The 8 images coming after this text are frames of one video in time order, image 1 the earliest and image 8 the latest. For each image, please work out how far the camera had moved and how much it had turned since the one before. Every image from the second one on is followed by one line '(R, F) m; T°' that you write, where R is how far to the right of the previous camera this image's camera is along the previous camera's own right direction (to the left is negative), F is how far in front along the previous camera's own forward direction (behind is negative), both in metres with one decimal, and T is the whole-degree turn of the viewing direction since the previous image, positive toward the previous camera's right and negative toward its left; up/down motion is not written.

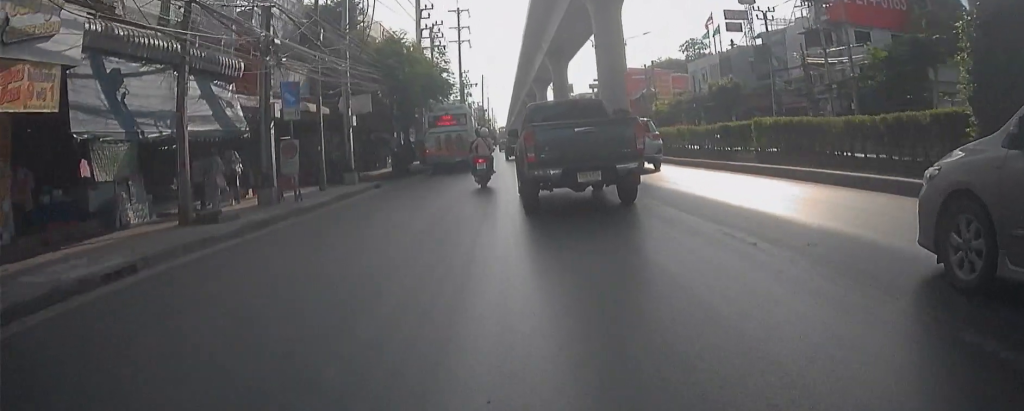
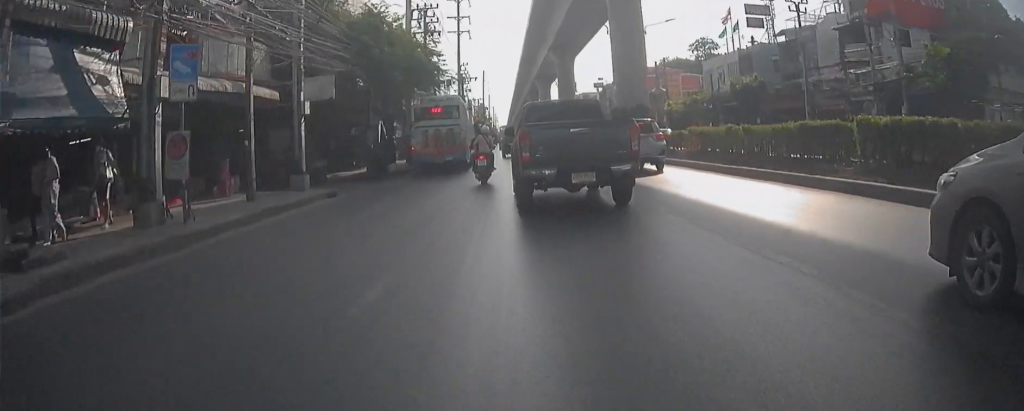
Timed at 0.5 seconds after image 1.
(0.0, +6.9) m; 0°
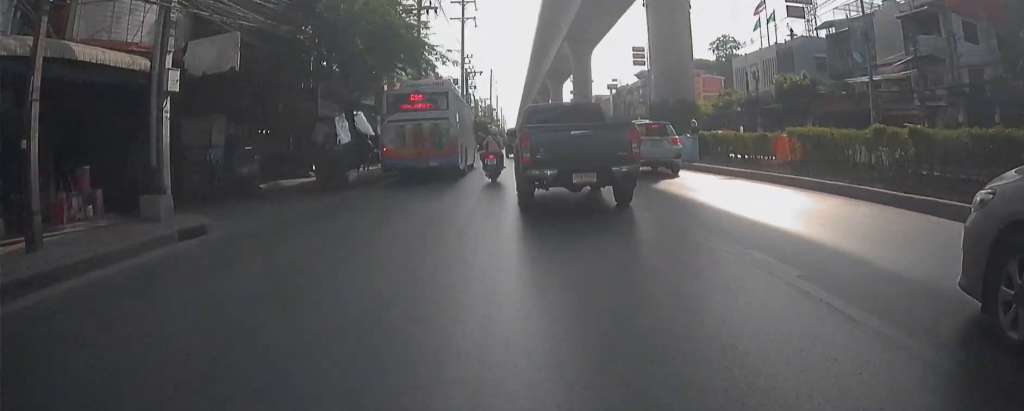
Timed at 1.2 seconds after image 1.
(0.0, +9.3) m; 0°
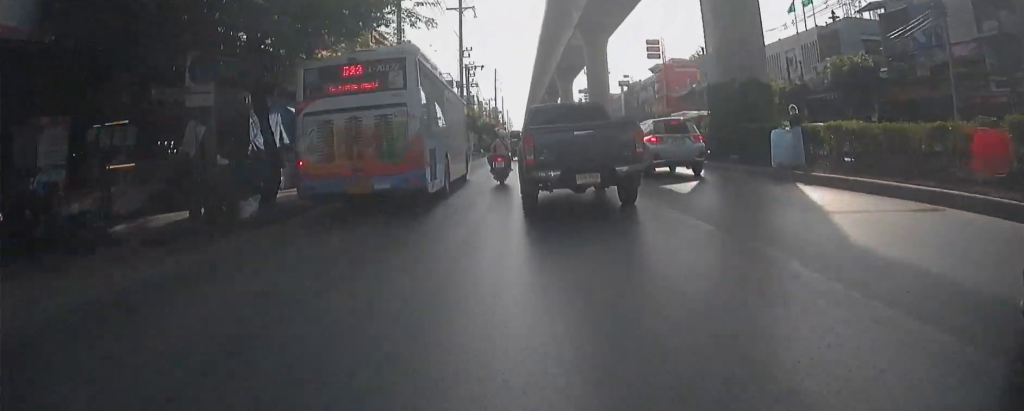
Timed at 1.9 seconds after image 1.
(0.0, +9.1) m; +1°
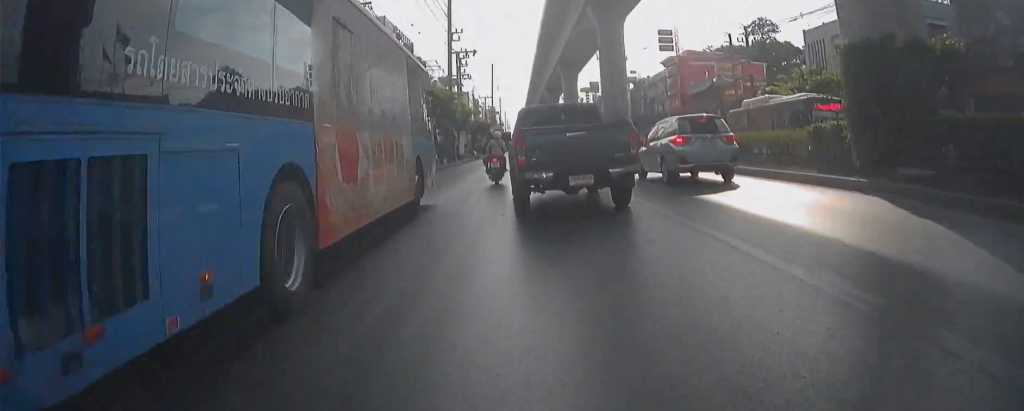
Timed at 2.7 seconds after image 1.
(-0.1, +10.2) m; +2°
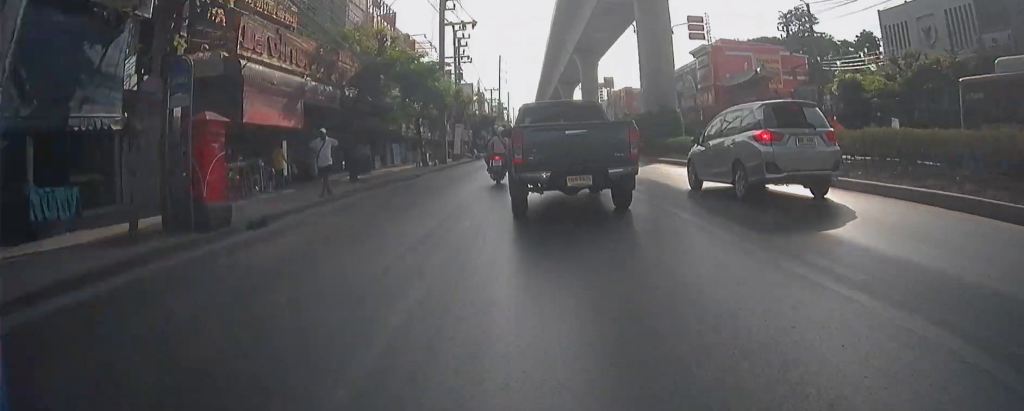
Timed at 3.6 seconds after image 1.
(+0.5, +11.8) m; +2°
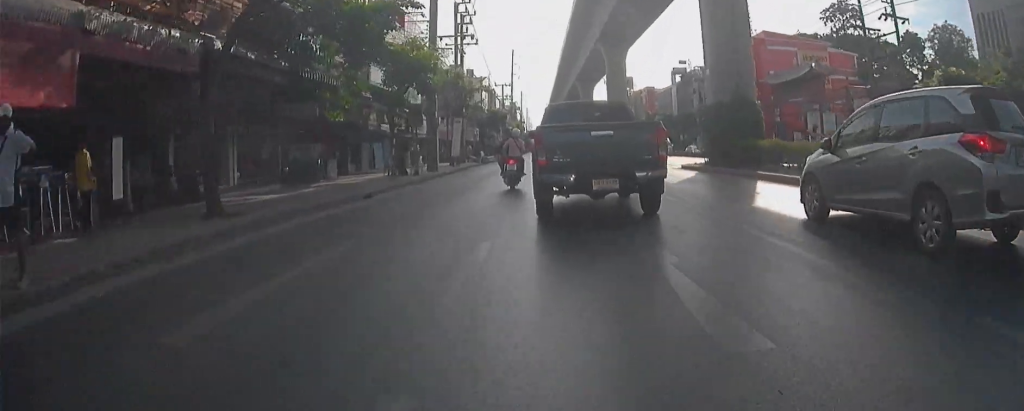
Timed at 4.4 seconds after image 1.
(0.0, +10.1) m; 0°
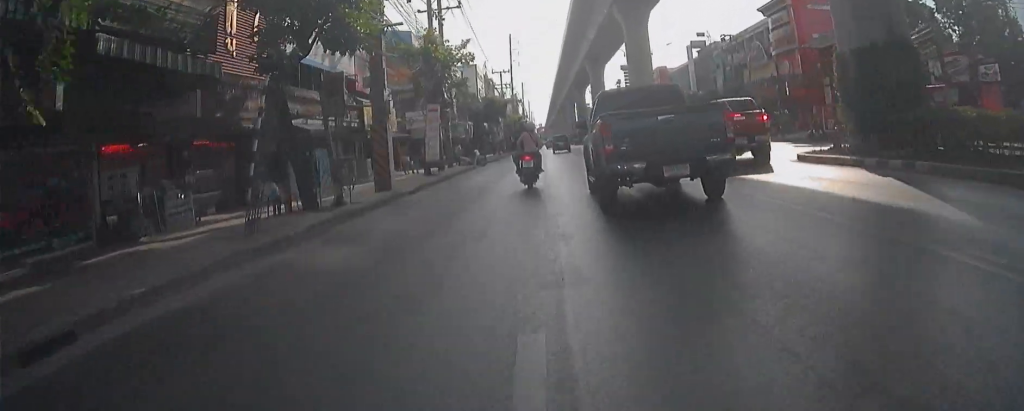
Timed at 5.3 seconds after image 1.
(0.0, +11.1) m; 0°
